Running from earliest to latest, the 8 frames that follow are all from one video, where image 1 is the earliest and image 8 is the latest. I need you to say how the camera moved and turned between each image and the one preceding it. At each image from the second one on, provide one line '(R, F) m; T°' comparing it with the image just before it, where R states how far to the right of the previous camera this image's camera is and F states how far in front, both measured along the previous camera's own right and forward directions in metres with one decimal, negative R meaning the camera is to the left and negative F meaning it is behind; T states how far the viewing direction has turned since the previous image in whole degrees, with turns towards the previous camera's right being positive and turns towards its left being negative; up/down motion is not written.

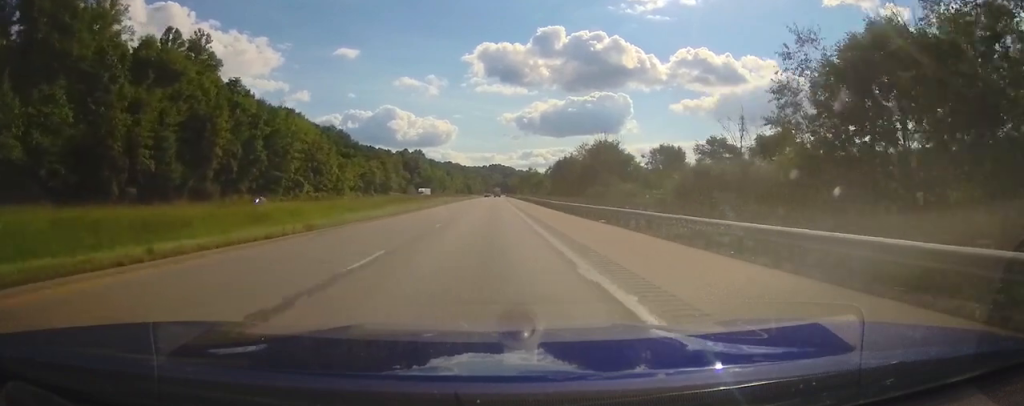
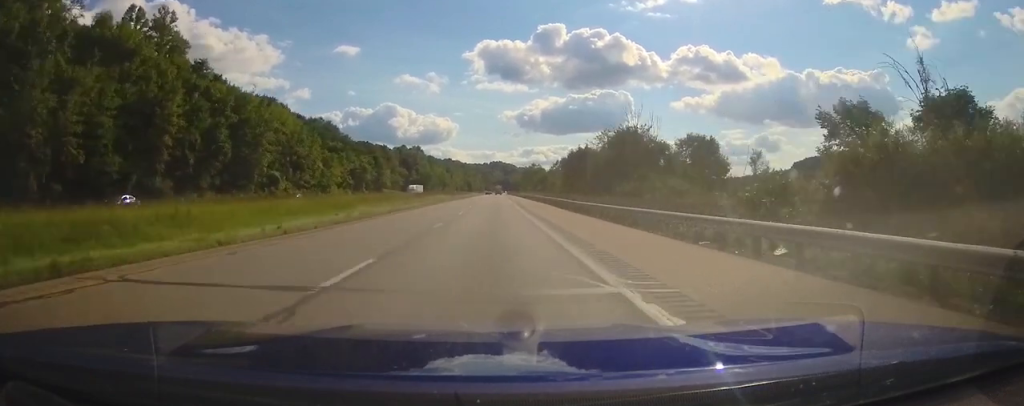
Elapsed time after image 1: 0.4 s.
(0.0, +14.1) m; 0°
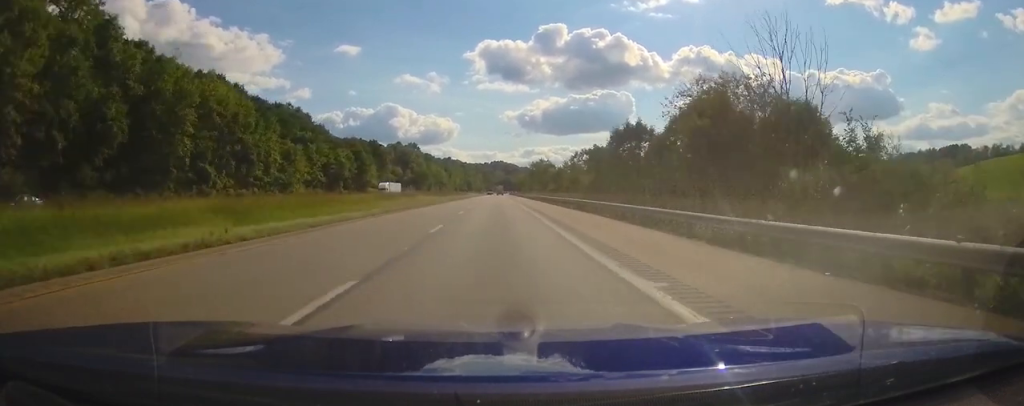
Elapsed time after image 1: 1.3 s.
(0.0, +27.0) m; 0°
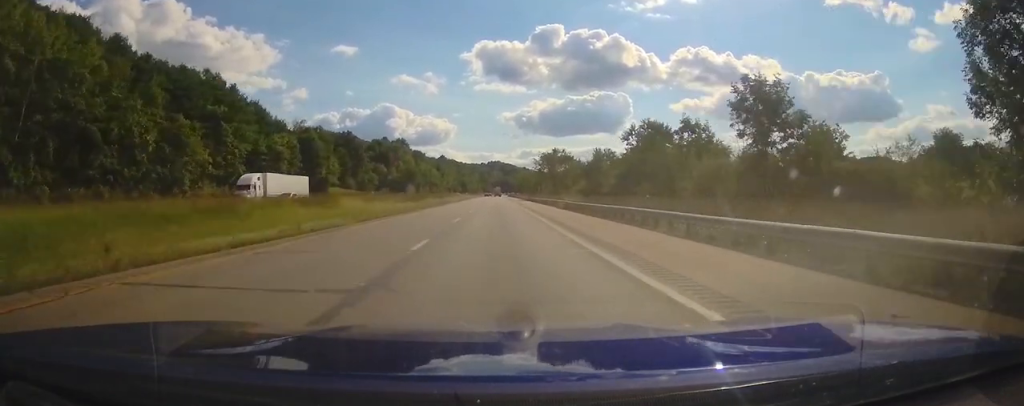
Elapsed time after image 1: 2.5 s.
(0.0, +41.1) m; 0°
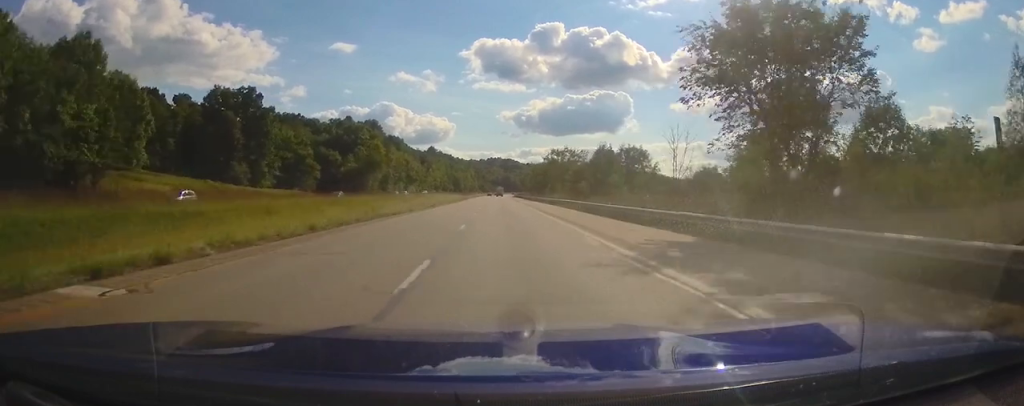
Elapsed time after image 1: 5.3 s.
(-0.1, +90.3) m; 0°
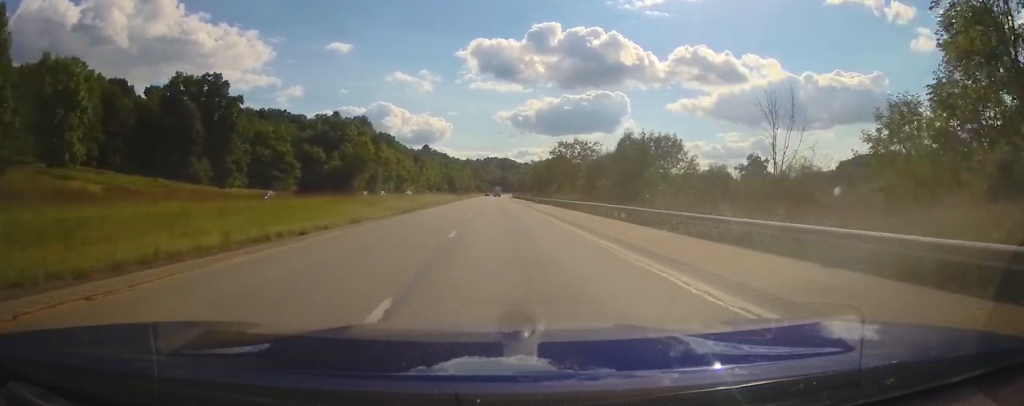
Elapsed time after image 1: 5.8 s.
(0.0, +15.8) m; 0°
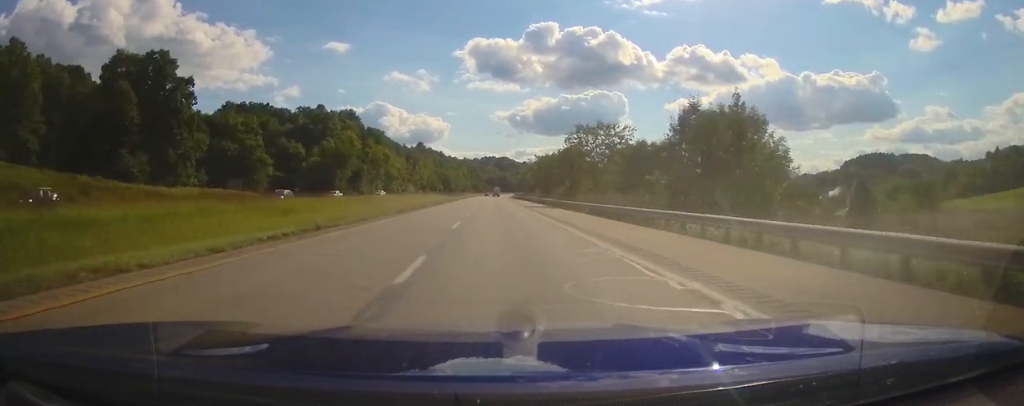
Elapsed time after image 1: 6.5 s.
(+0.1, +20.0) m; 0°
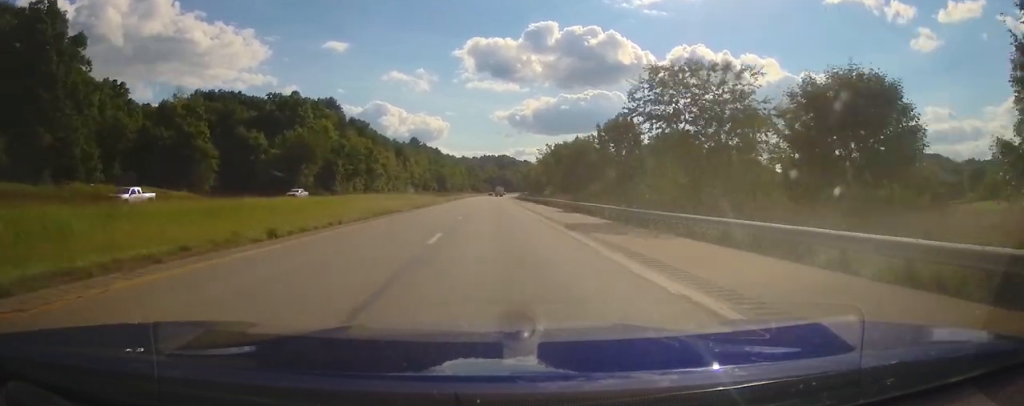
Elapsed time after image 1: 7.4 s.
(+0.1, +30.5) m; 0°
